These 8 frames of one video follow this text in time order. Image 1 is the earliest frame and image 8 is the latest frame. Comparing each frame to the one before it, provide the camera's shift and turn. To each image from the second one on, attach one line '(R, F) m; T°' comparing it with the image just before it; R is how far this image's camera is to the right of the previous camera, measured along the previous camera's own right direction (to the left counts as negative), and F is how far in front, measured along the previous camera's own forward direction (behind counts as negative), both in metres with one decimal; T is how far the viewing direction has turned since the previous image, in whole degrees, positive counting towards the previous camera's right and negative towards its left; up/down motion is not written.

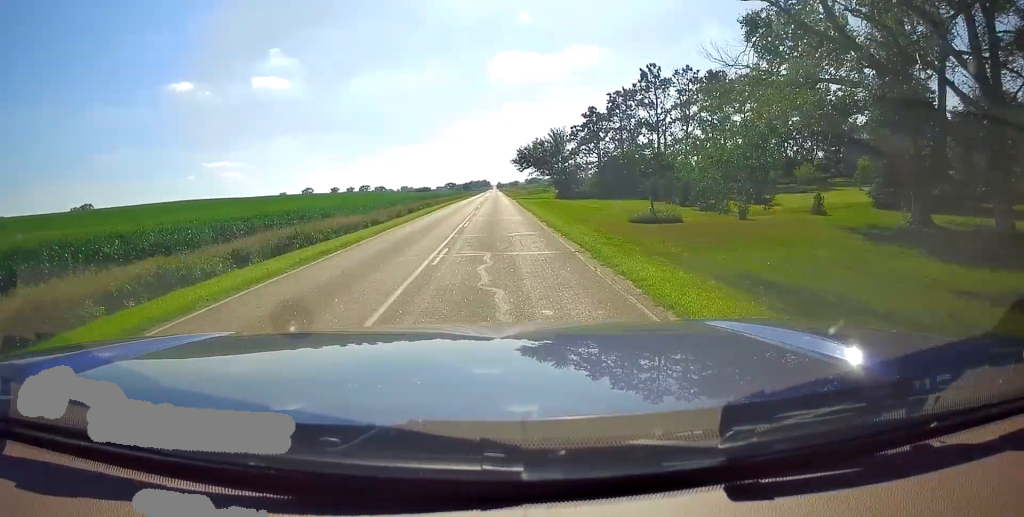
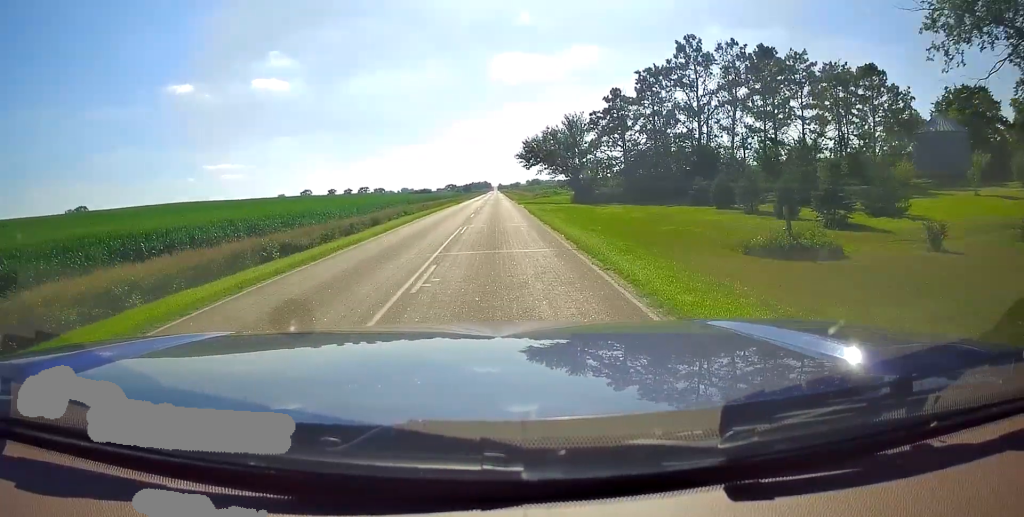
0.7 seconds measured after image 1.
(0.0, +15.3) m; 0°
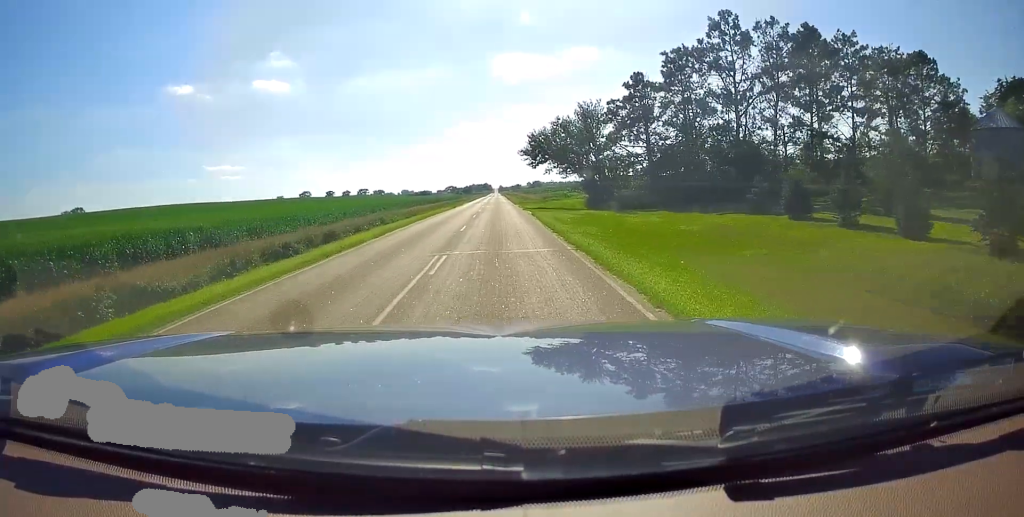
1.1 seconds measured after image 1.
(0.0, +9.6) m; 0°
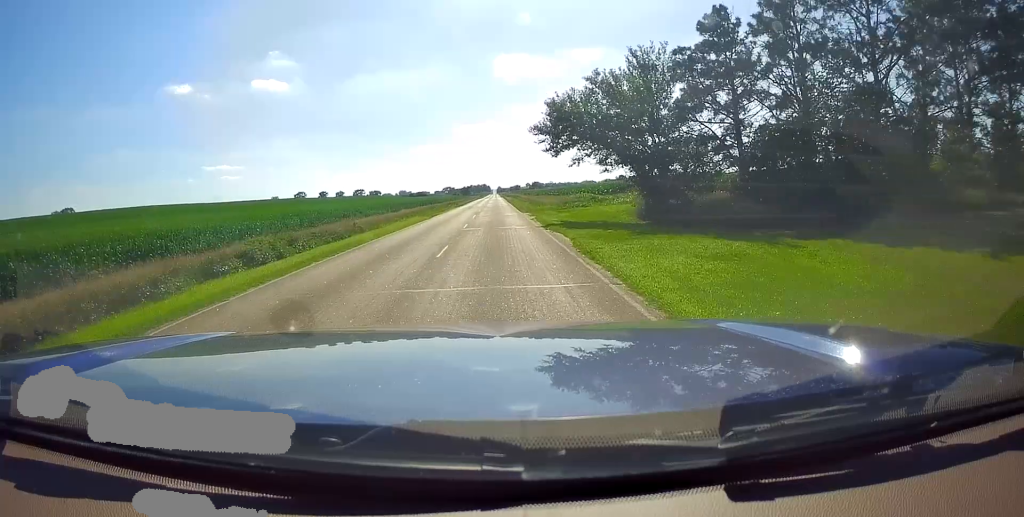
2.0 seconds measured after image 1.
(+0.1, +20.3) m; +1°
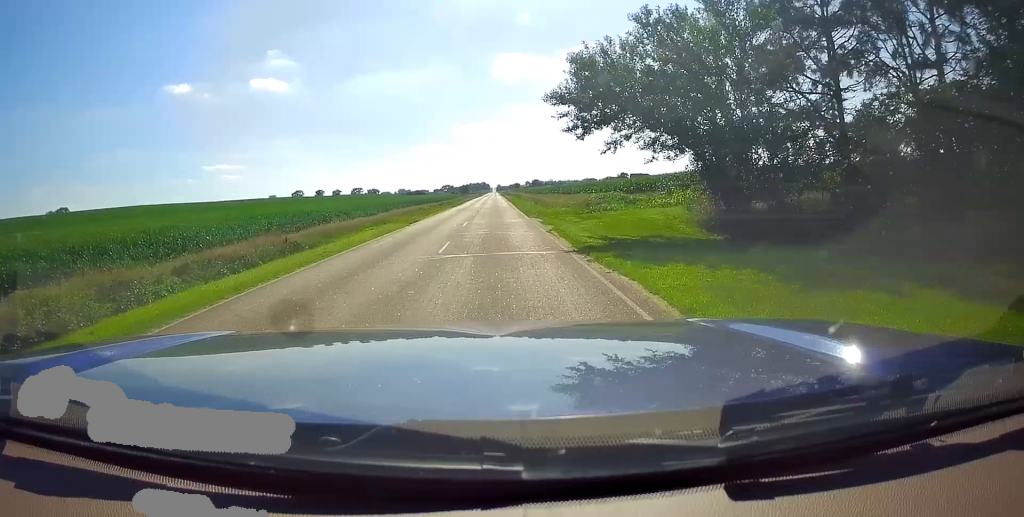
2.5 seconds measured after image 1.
(+0.3, +10.7) m; 0°
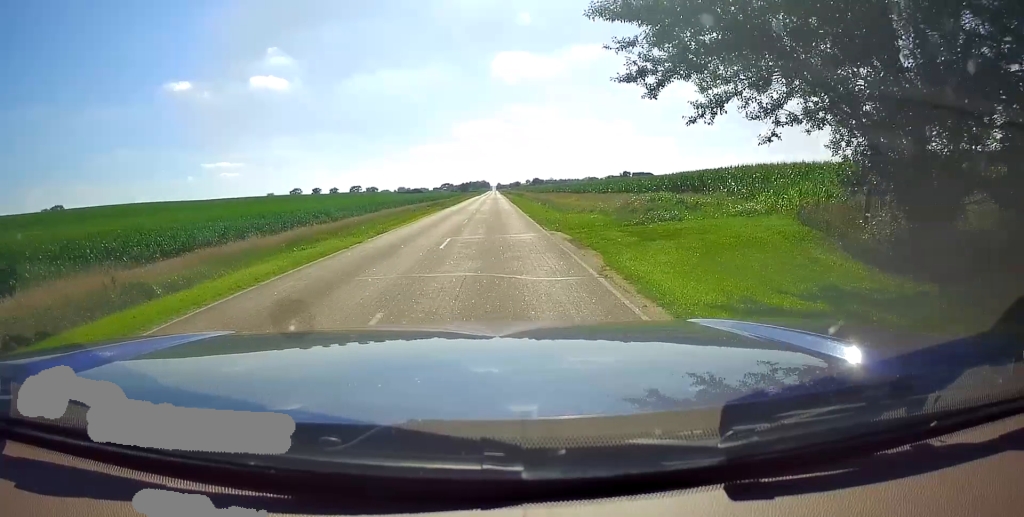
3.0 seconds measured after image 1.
(0.0, +10.7) m; 0°
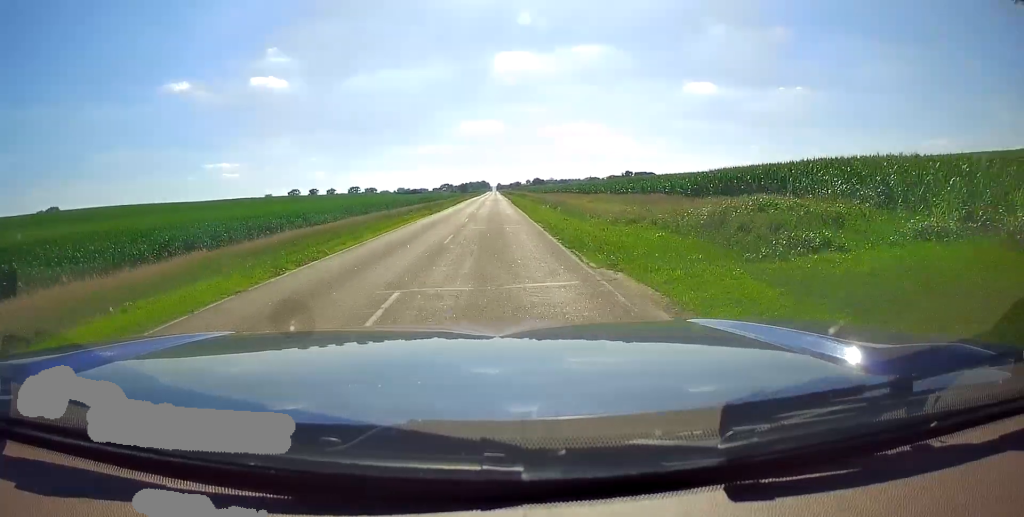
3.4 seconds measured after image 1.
(-0.2, +10.0) m; -1°
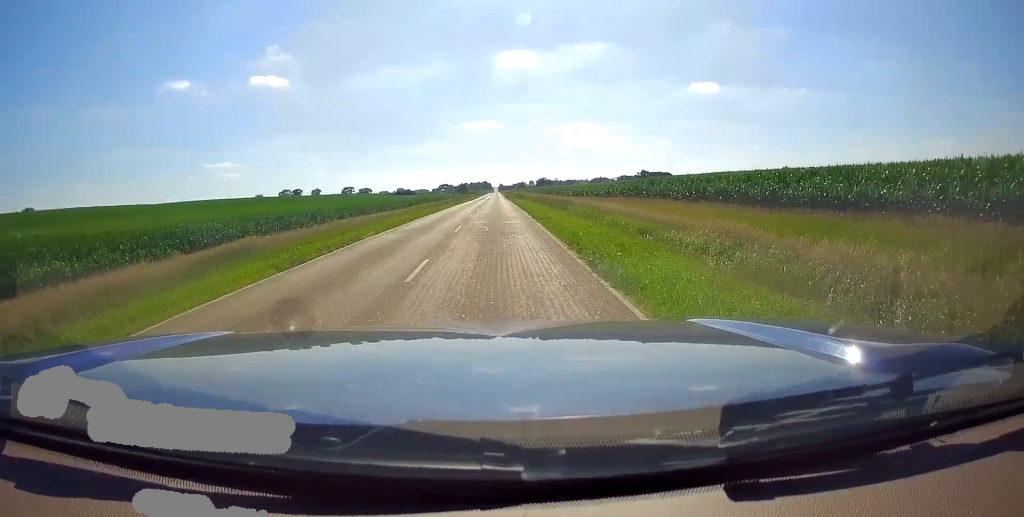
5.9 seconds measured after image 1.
(-1.5, +54.9) m; -2°
